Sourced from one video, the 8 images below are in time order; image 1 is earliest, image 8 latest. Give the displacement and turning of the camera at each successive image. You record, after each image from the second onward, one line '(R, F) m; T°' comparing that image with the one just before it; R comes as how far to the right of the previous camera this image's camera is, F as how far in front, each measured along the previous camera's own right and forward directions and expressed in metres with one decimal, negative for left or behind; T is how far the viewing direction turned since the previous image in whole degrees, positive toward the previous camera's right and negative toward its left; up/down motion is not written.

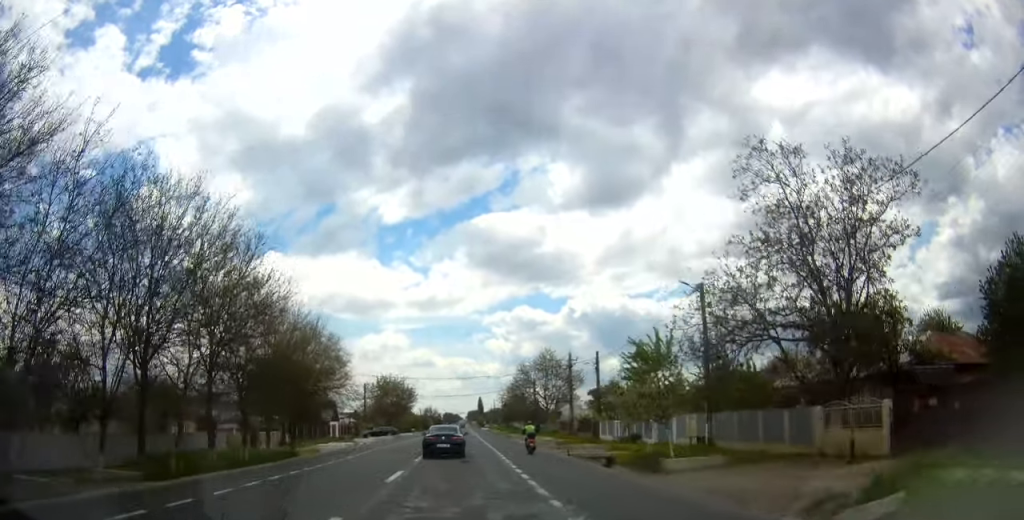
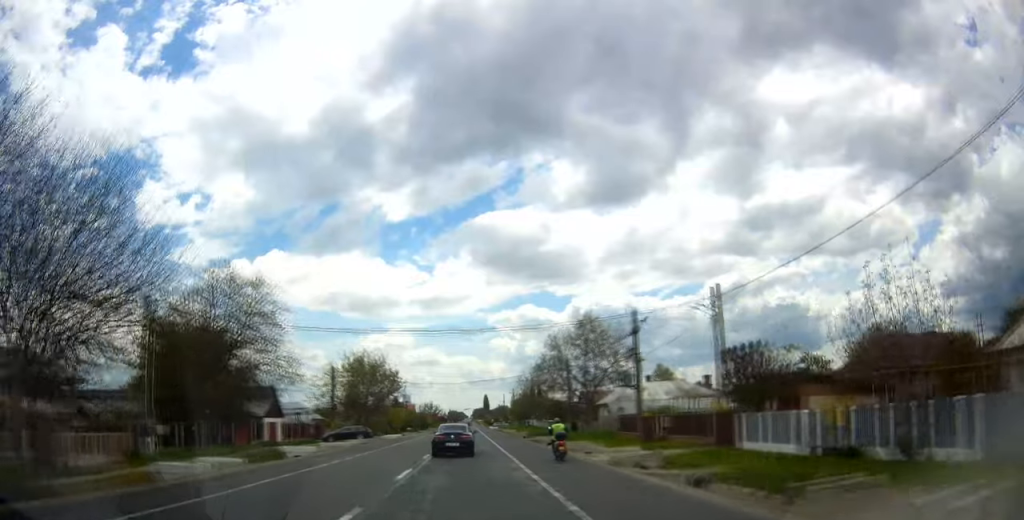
(+0.2, +25.8) m; 0°
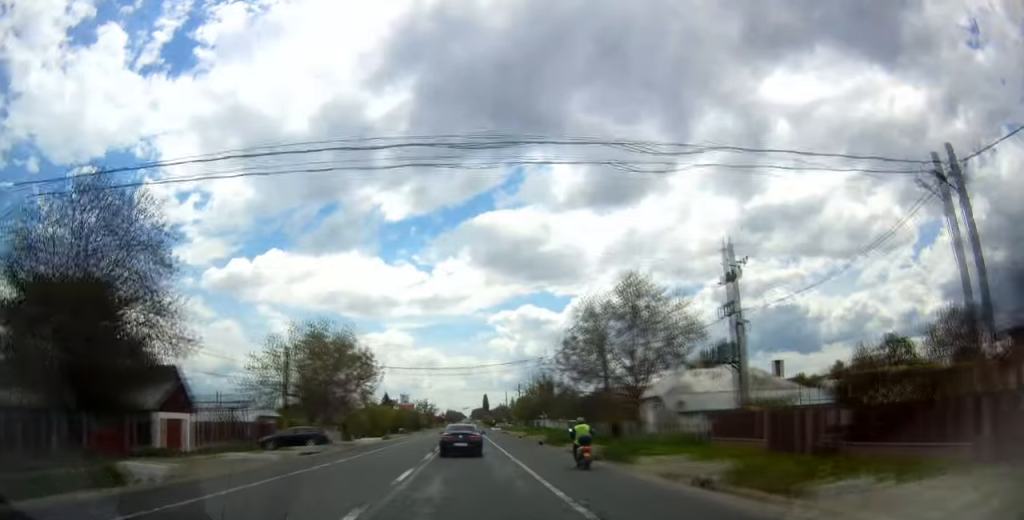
(-0.1, +18.0) m; -1°
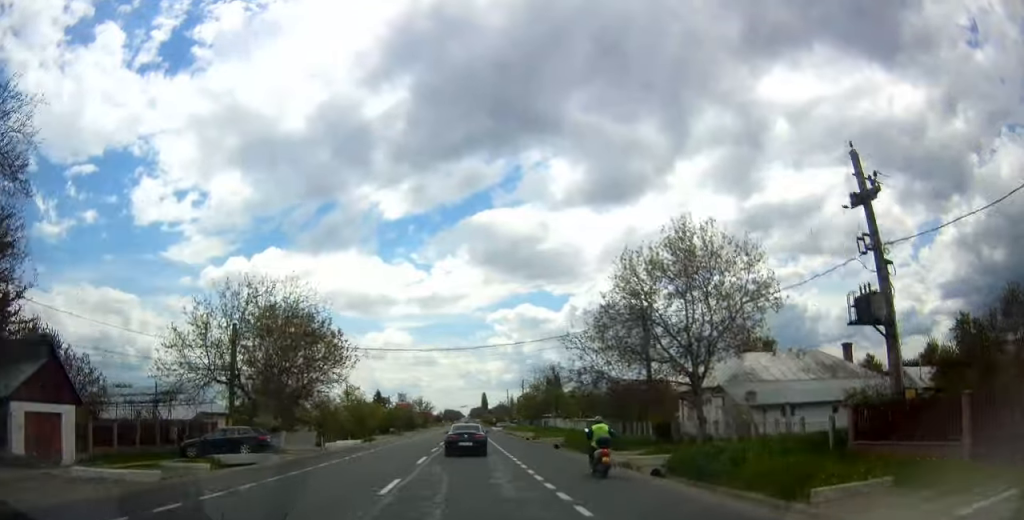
(-0.4, +12.0) m; 0°
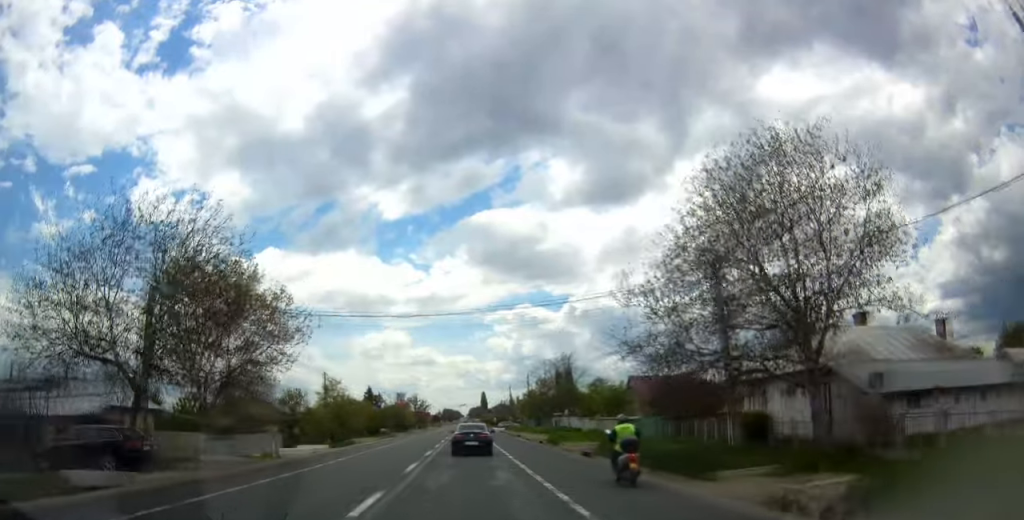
(+0.3, +12.0) m; +1°
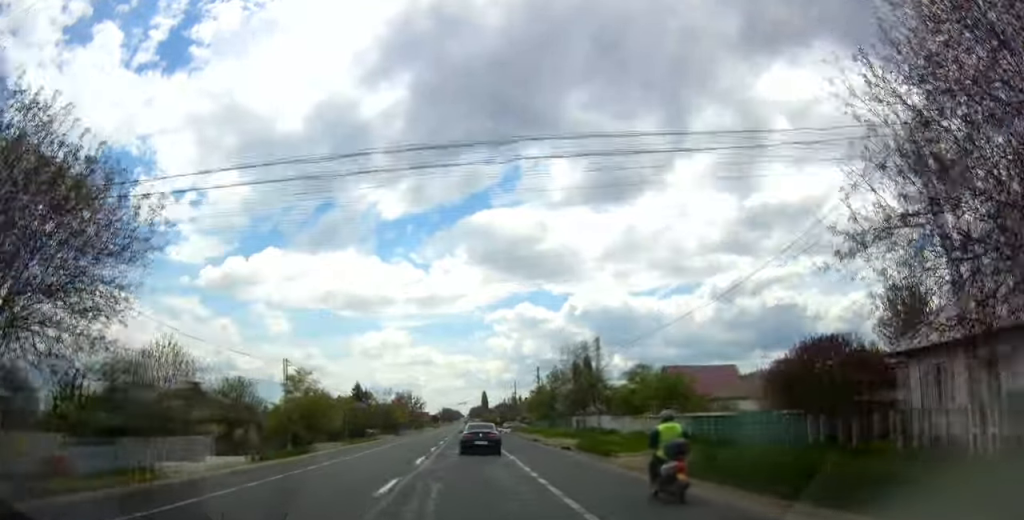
(+0.1, +15.0) m; 0°
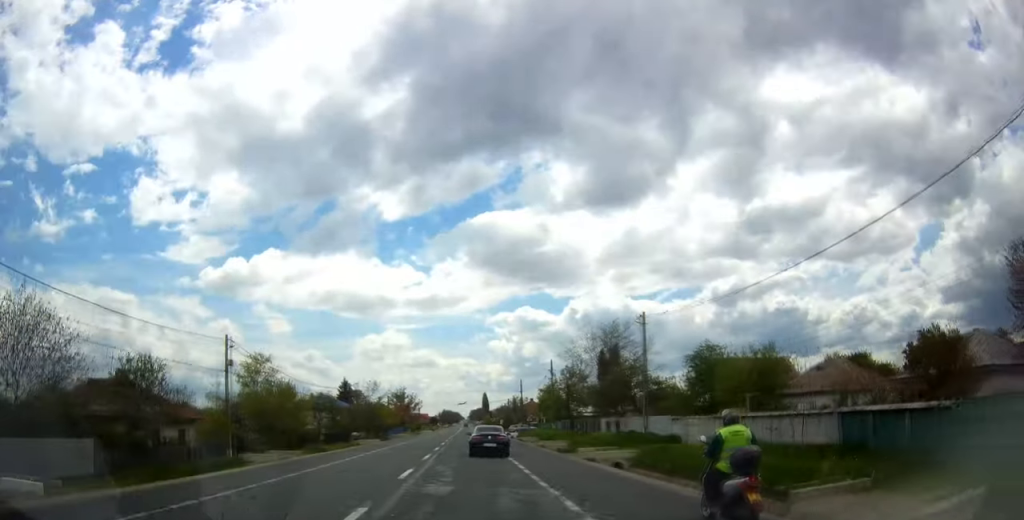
(-0.1, +13.5) m; 0°
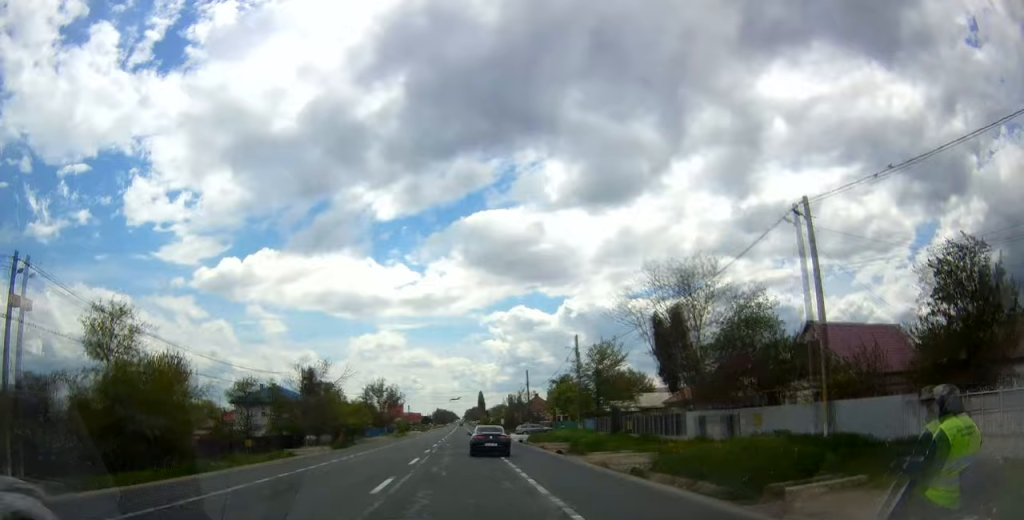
(0.0, +20.9) m; 0°
